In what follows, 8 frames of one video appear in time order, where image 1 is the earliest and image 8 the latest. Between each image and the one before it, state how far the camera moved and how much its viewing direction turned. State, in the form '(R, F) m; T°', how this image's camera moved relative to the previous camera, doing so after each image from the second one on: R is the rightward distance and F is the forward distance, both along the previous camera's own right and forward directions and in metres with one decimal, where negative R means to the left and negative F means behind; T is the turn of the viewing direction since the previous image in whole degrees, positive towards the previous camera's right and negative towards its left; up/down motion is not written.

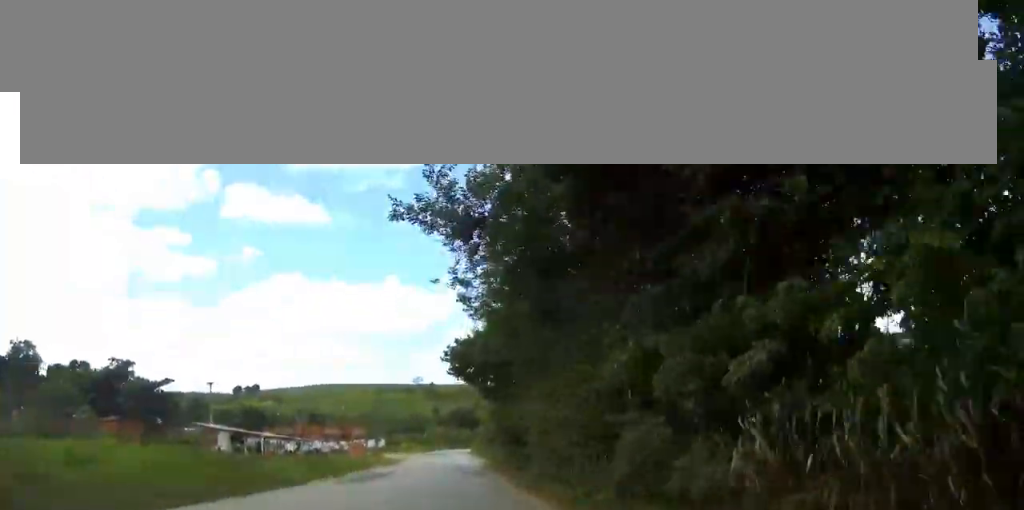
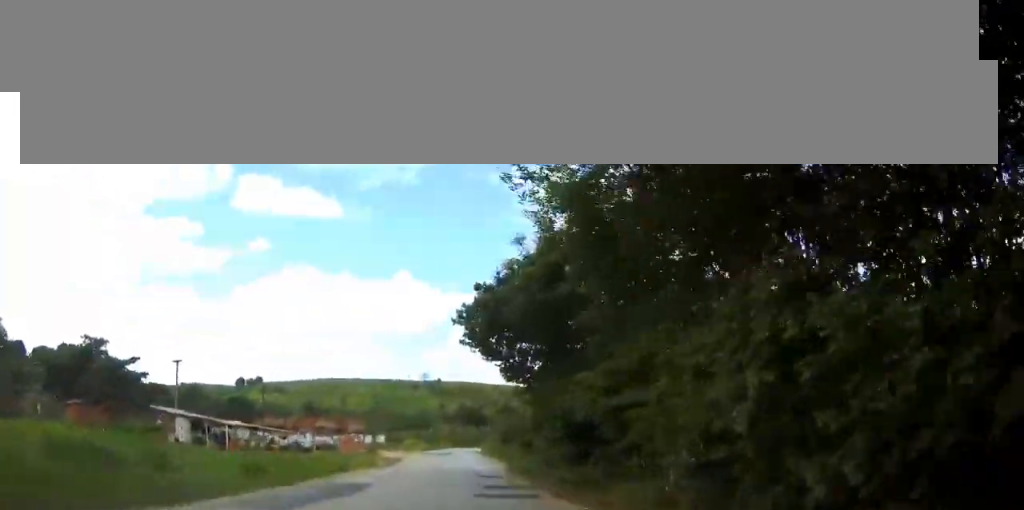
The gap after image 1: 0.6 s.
(-0.1, +12.5) m; 0°
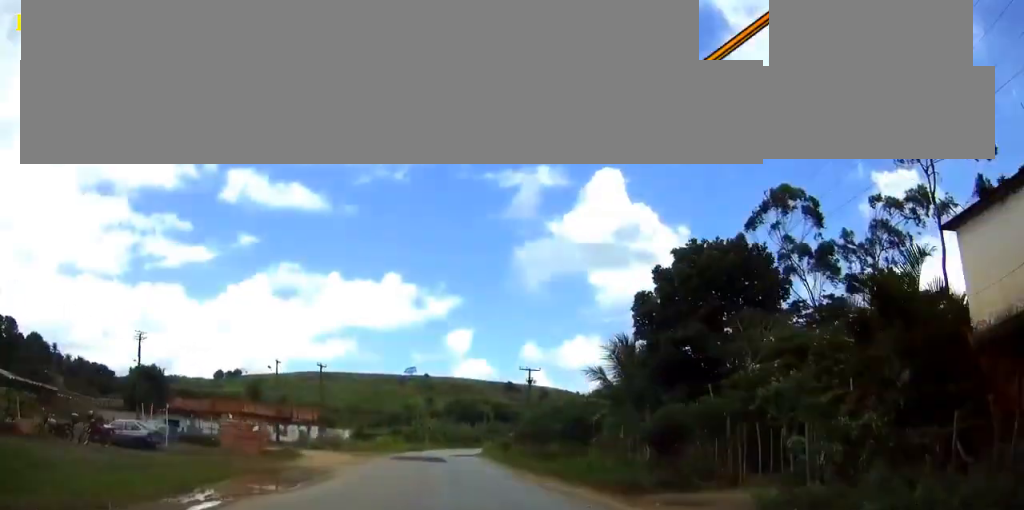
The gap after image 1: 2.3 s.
(-0.2, +35.3) m; 0°
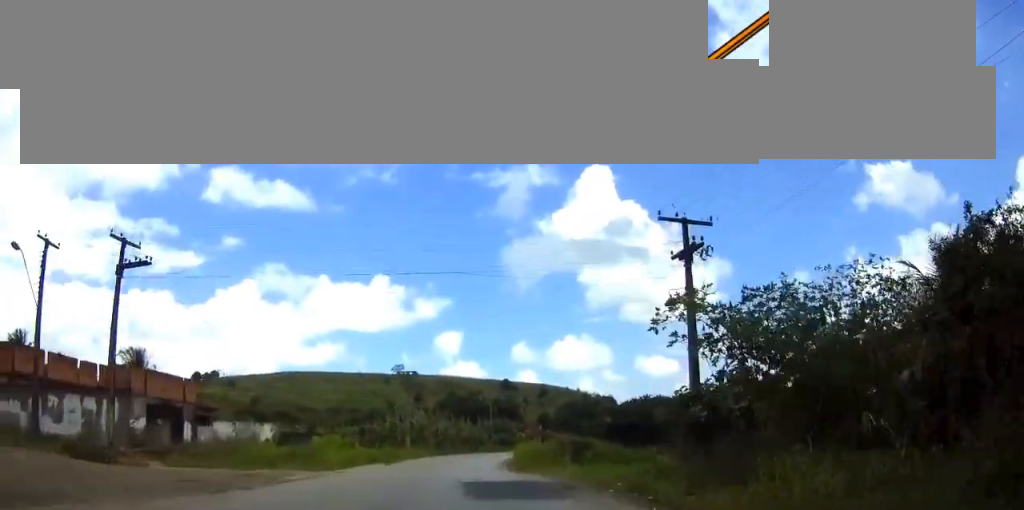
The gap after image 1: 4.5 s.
(+0.5, +42.4) m; +1°
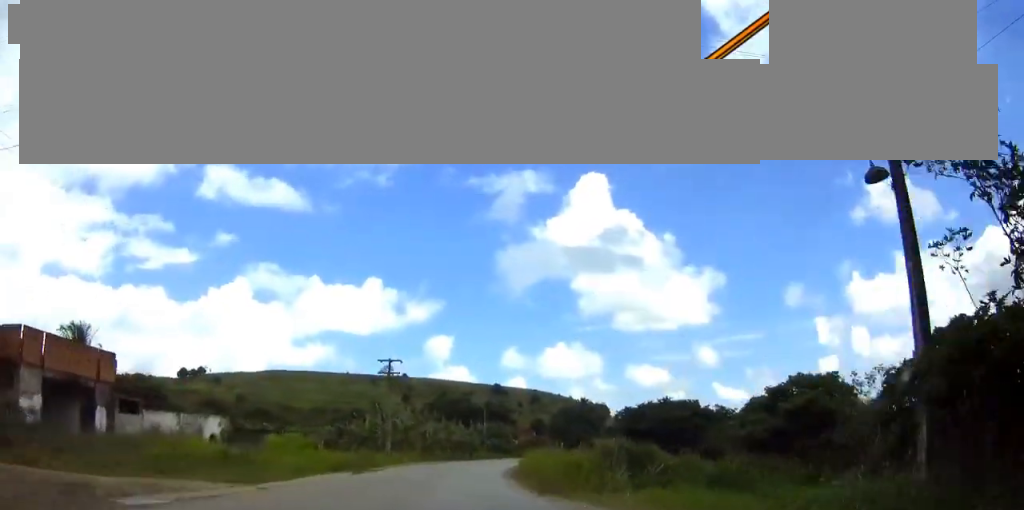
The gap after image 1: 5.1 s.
(+0.1, +11.3) m; +1°
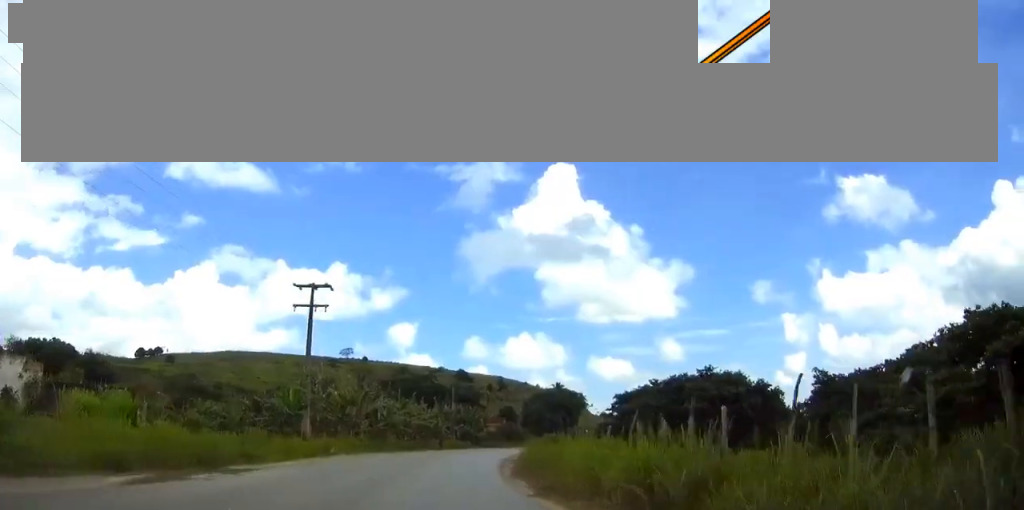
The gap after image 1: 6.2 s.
(+0.4, +21.2) m; +3°
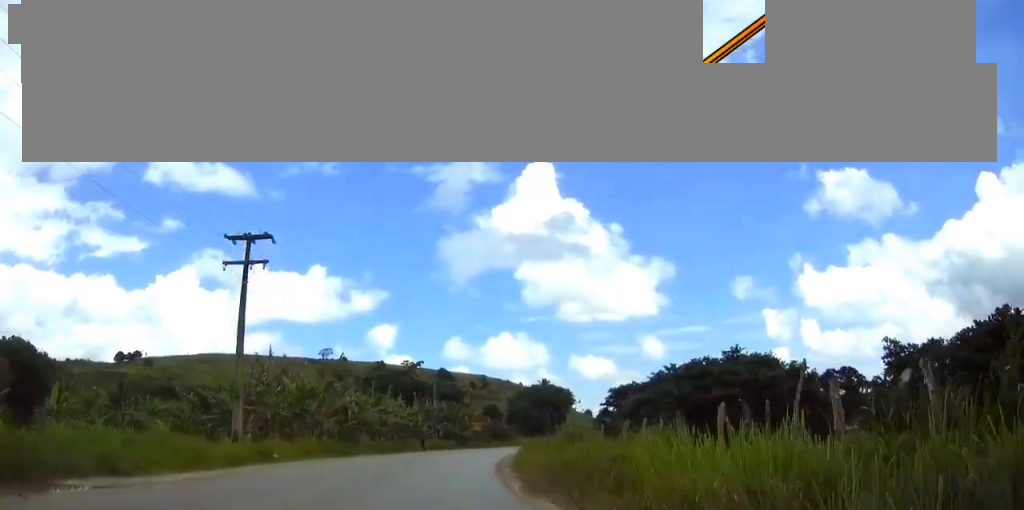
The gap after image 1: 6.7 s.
(+0.2, +8.7) m; +1°
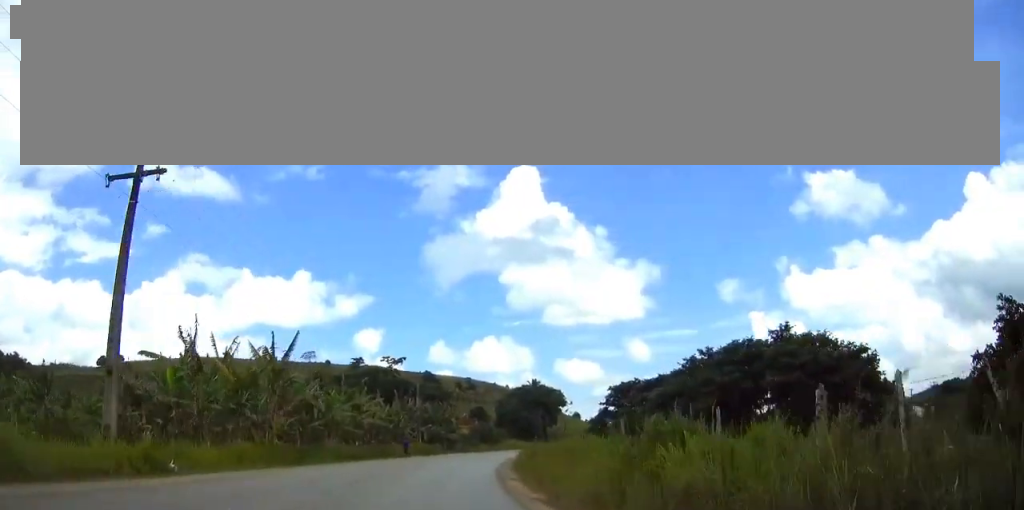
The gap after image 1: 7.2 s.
(+0.2, +9.3) m; +1°
